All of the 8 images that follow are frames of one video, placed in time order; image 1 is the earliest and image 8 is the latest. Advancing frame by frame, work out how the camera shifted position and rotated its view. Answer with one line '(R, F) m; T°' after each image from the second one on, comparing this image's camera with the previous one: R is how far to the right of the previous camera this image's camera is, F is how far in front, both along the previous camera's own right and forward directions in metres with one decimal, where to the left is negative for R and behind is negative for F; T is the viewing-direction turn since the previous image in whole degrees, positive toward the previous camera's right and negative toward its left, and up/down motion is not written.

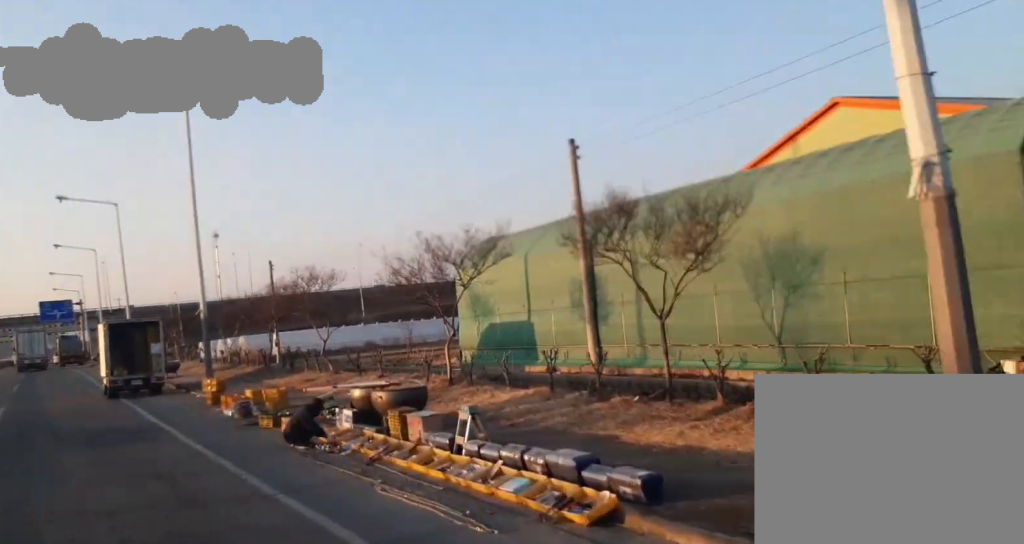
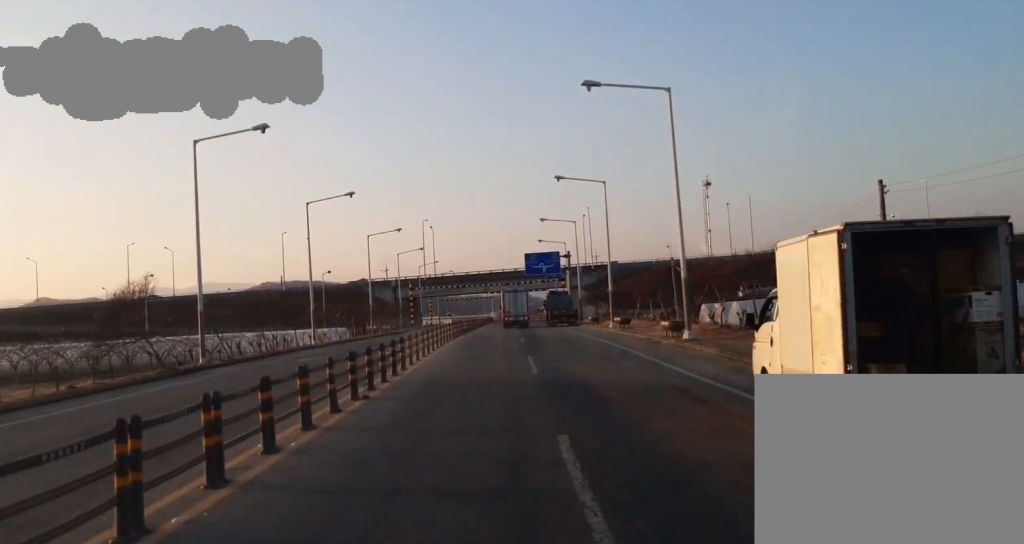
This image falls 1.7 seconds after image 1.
(-7.0, +15.9) m; -35°
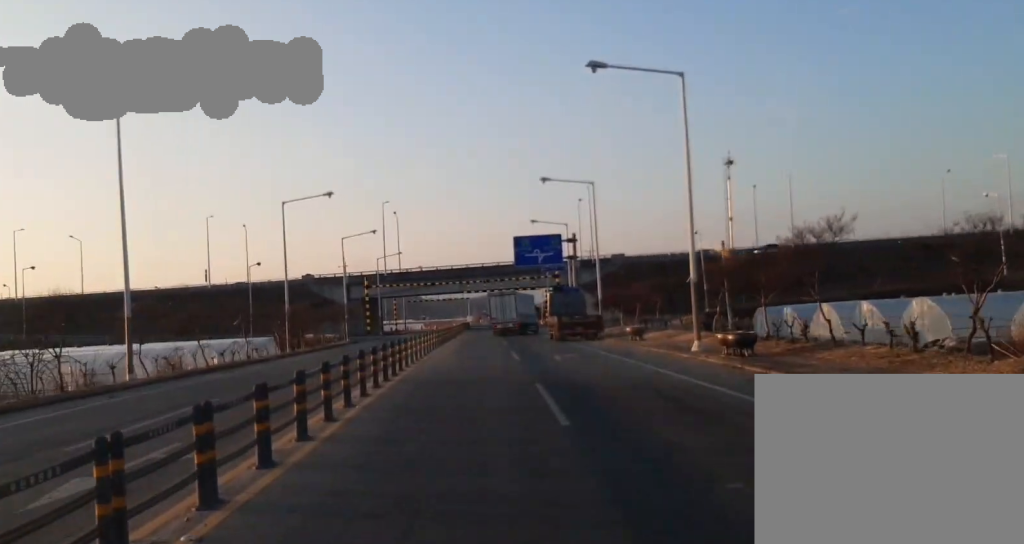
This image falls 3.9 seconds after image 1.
(-0.2, +28.0) m; +1°
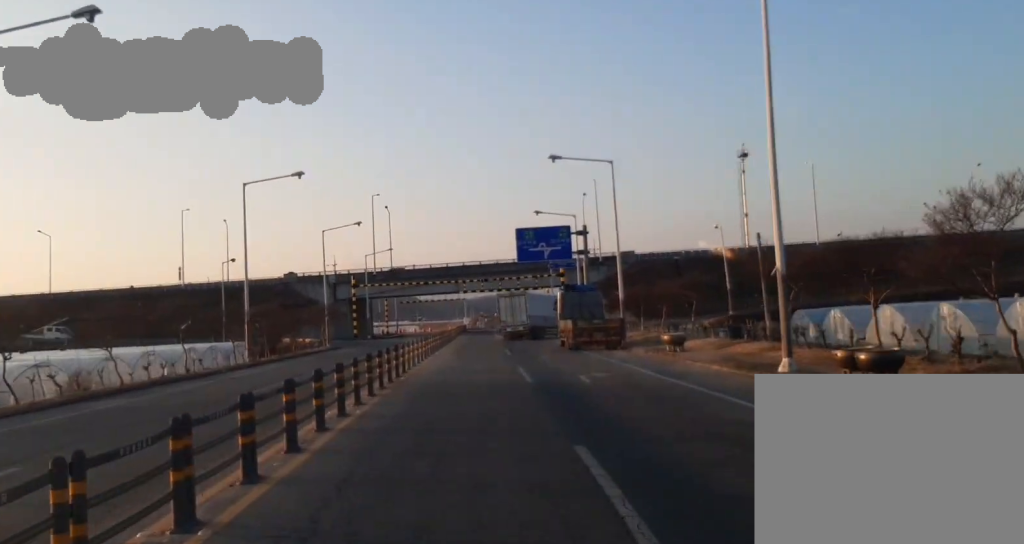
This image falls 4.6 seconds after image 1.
(+0.2, +9.9) m; +1°
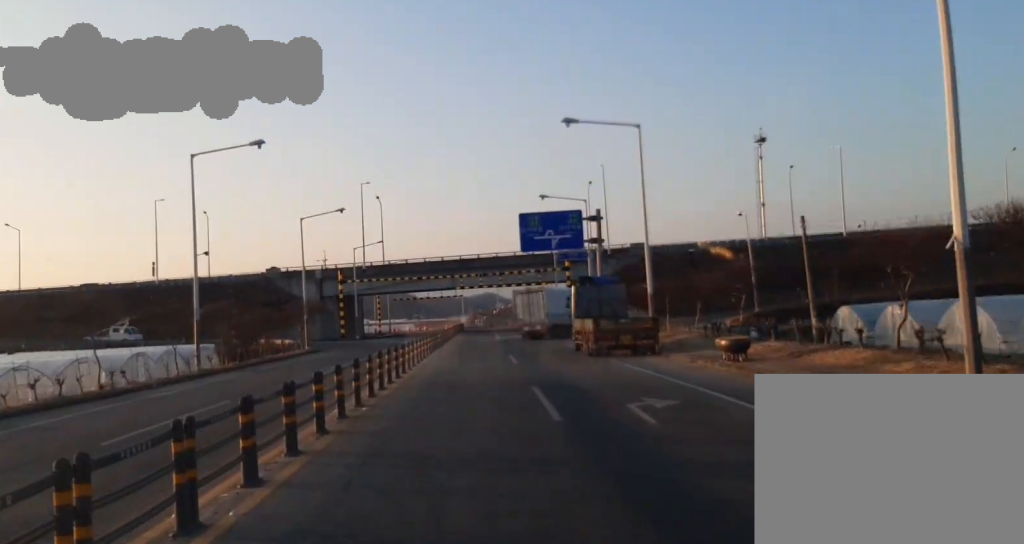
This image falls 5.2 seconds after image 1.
(+0.1, +9.3) m; 0°
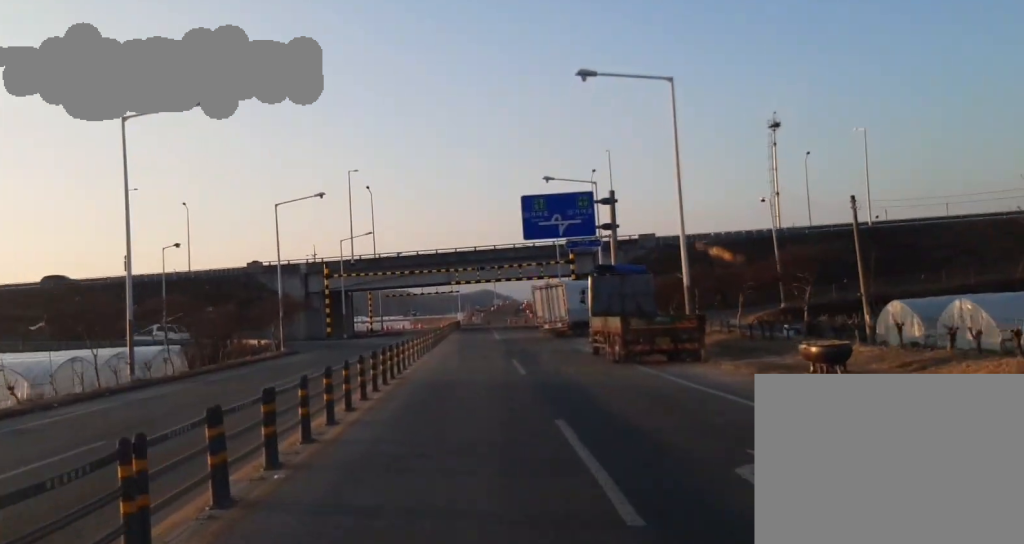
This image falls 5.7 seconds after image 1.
(0.0, +7.9) m; 0°
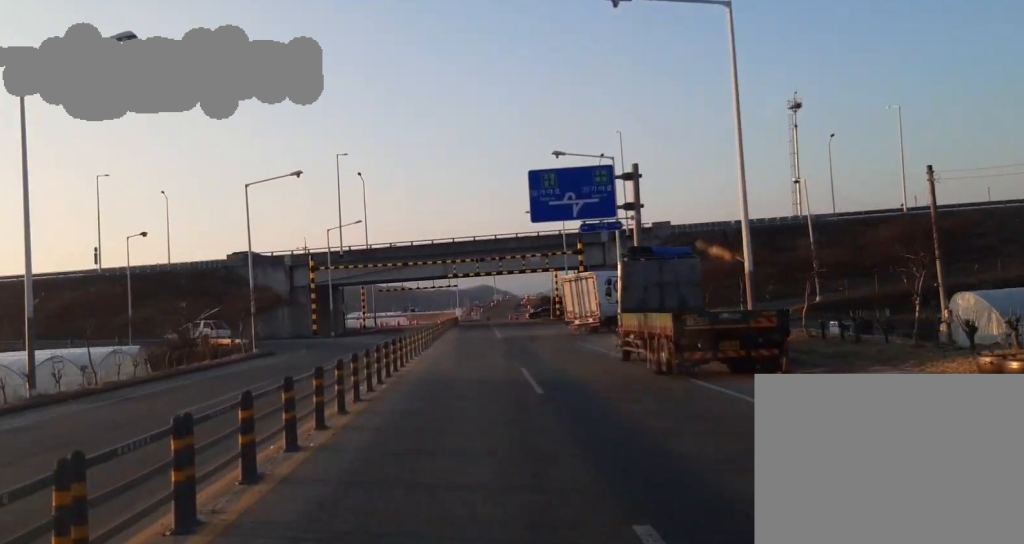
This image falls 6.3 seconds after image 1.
(0.0, +8.1) m; 0°
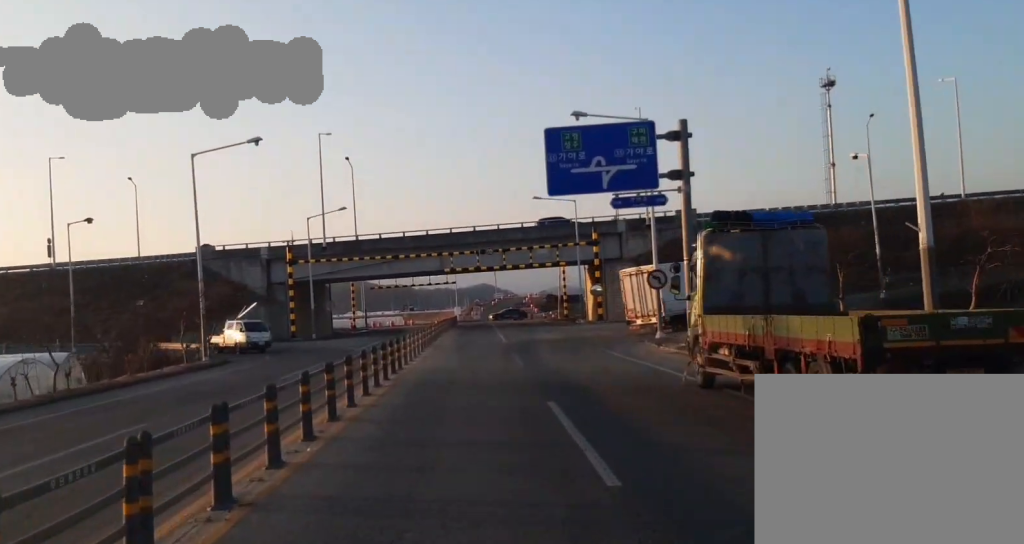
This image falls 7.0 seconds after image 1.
(0.0, +10.7) m; 0°
